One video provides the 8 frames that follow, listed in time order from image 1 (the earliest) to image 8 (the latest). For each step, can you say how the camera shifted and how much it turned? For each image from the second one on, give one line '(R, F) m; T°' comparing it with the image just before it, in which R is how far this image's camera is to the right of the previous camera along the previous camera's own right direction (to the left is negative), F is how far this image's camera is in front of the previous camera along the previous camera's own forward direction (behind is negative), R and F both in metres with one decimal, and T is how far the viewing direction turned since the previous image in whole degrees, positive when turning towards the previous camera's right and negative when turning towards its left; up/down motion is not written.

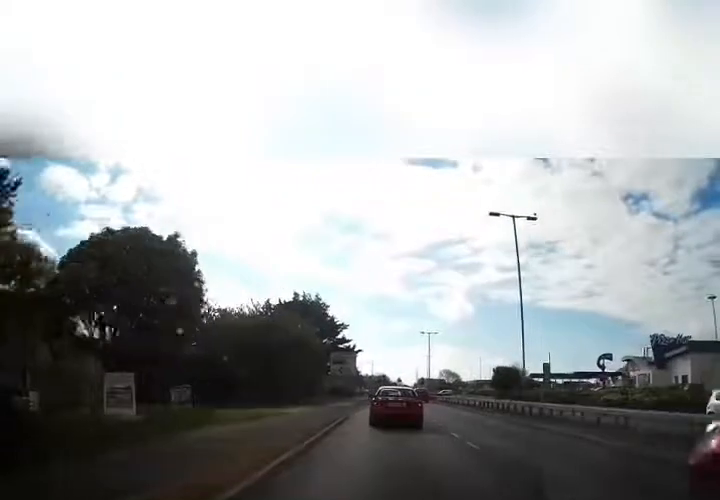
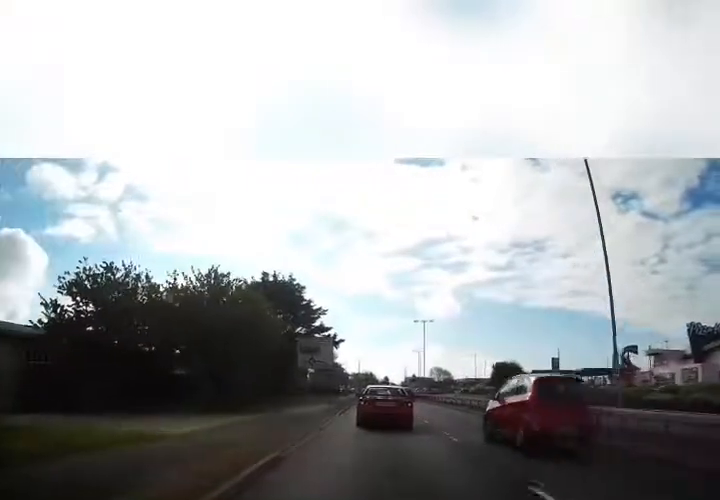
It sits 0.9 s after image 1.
(0.0, +9.5) m; +1°
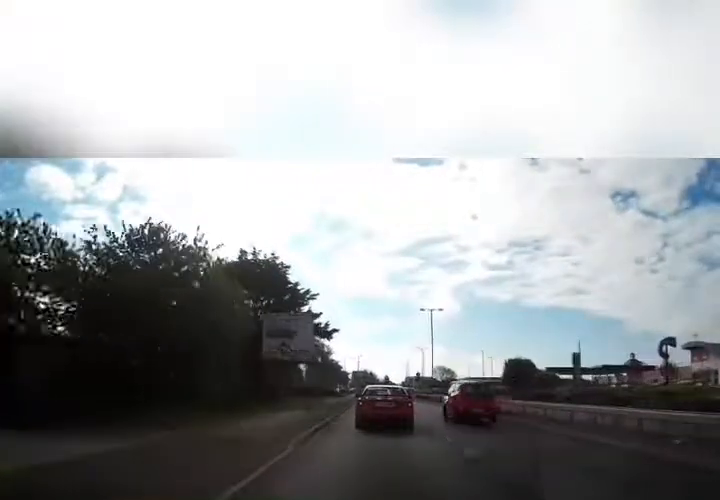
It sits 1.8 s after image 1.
(+0.1, +7.9) m; +1°
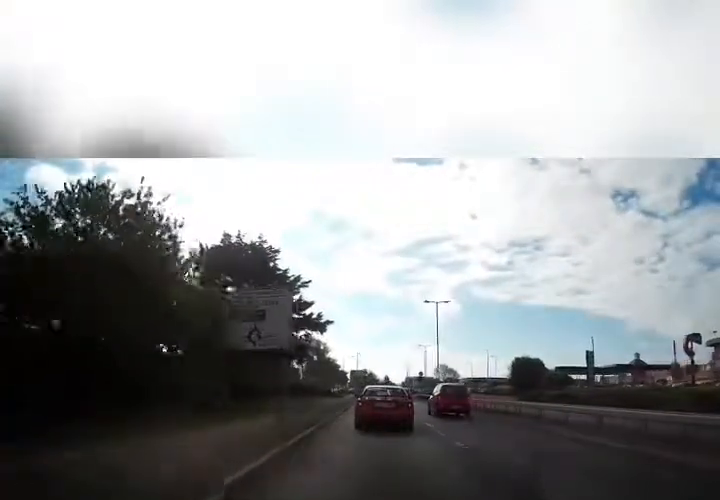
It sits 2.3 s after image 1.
(+0.2, +4.5) m; 0°
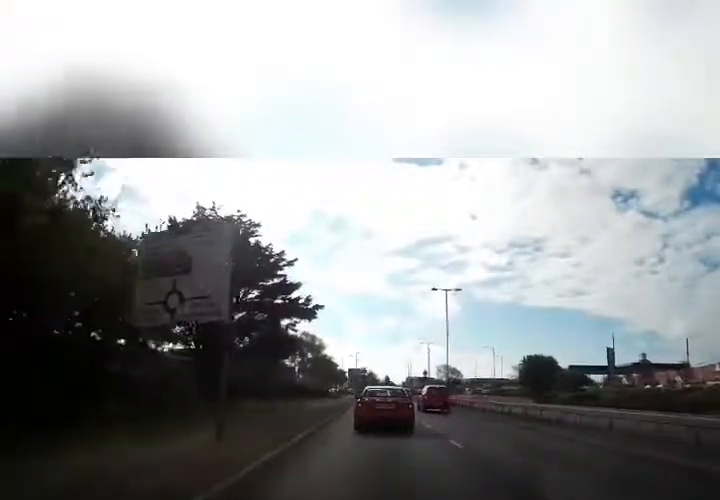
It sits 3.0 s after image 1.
(-0.1, +5.7) m; +1°
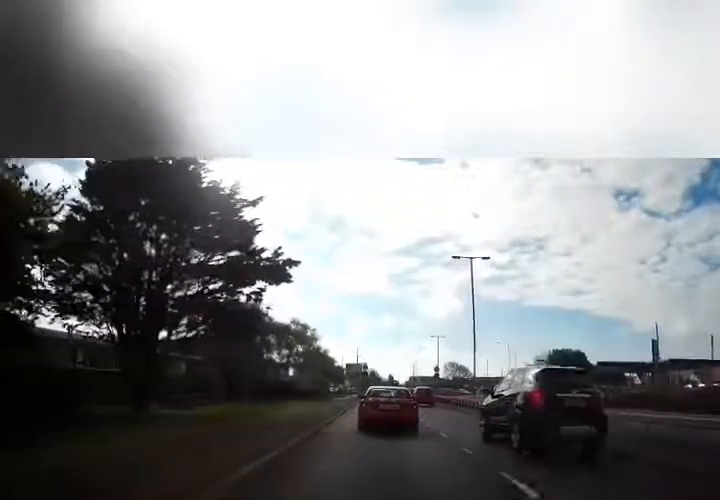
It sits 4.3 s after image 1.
(+0.3, +9.7) m; +2°
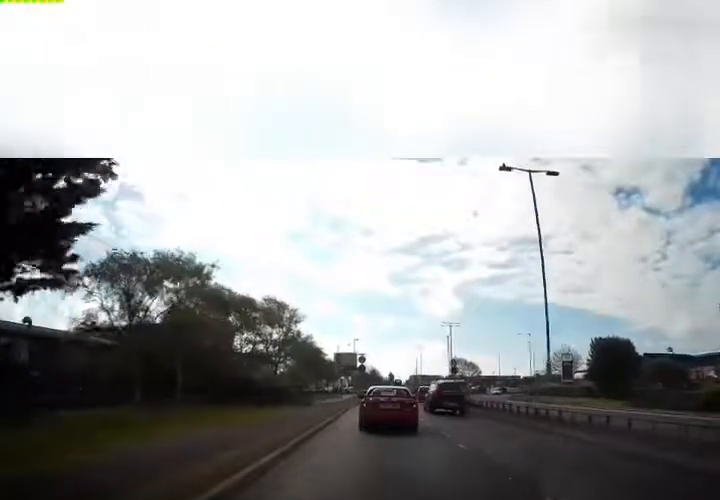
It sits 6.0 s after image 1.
(-0.6, +12.5) m; -3°
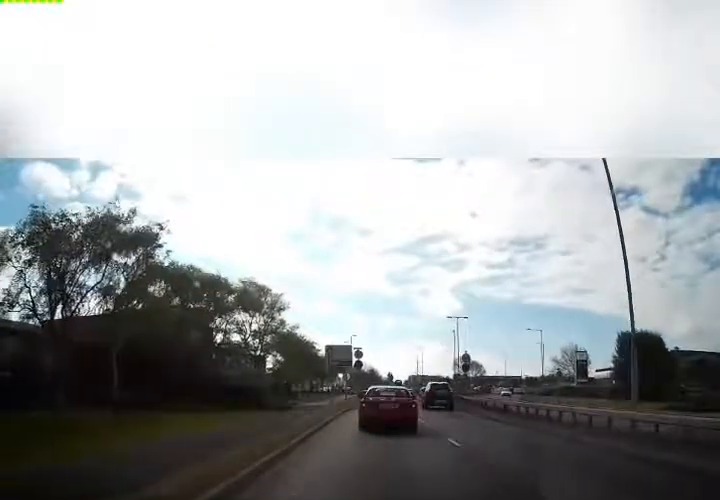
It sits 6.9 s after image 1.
(+0.1, +5.9) m; 0°
